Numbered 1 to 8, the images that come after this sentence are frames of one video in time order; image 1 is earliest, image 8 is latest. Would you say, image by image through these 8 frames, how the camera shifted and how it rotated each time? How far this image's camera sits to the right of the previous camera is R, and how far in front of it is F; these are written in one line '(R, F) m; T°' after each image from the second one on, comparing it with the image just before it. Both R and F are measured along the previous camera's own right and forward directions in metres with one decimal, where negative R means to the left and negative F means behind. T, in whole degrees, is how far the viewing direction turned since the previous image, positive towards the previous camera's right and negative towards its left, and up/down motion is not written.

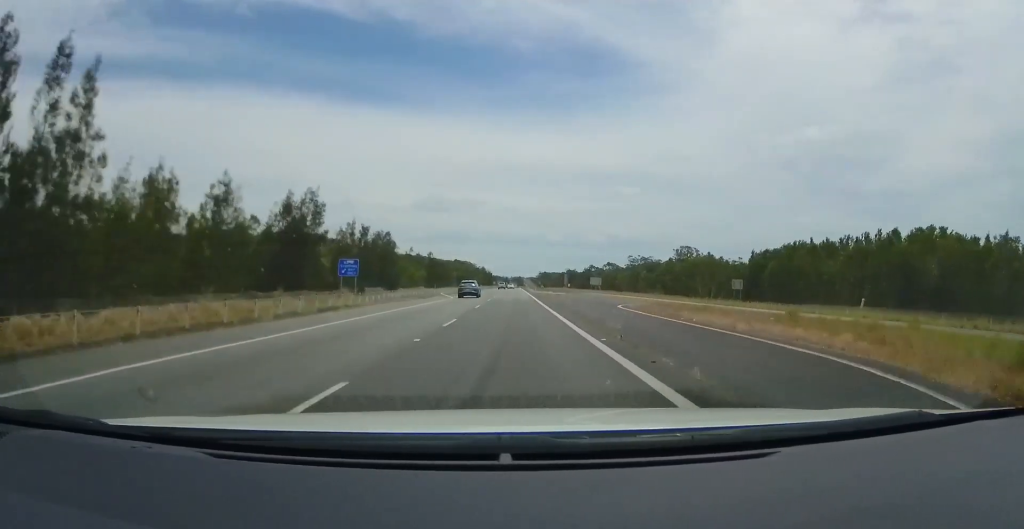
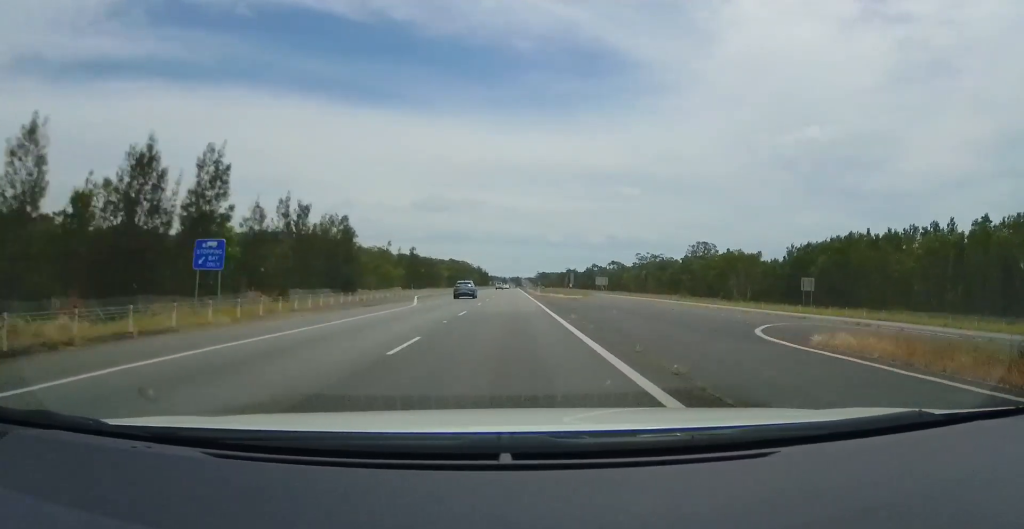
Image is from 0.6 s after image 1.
(-0.1, +19.1) m; 0°
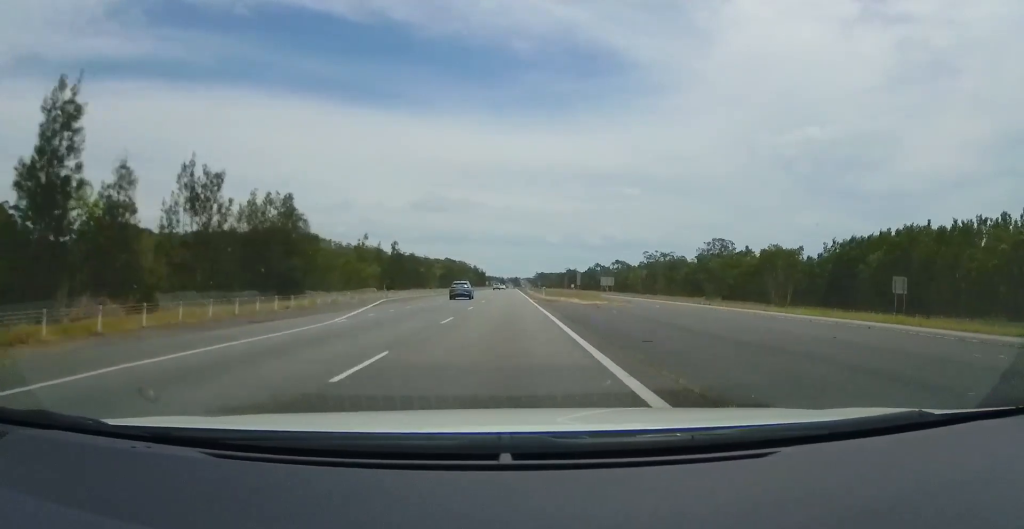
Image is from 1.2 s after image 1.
(-0.1, +15.6) m; 0°
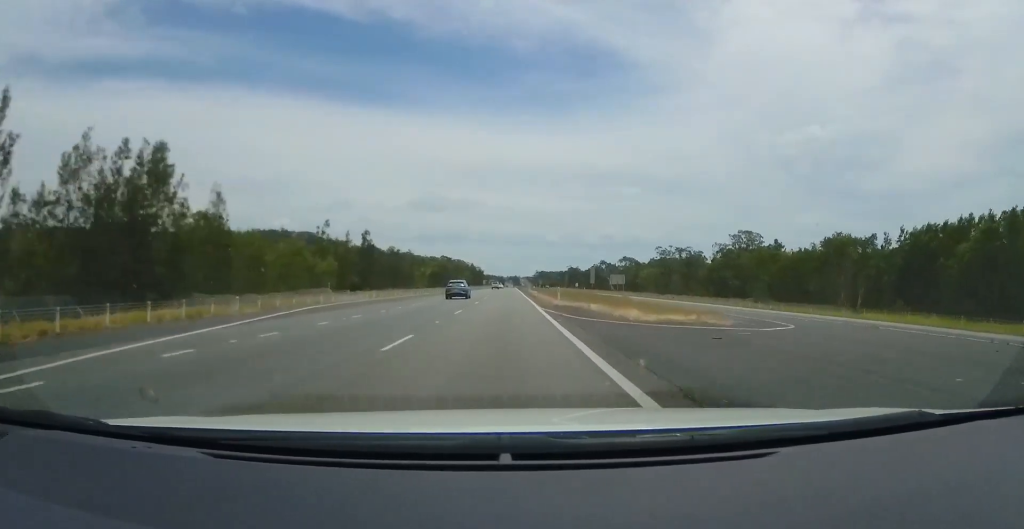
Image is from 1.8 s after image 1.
(+0.1, +18.0) m; +1°
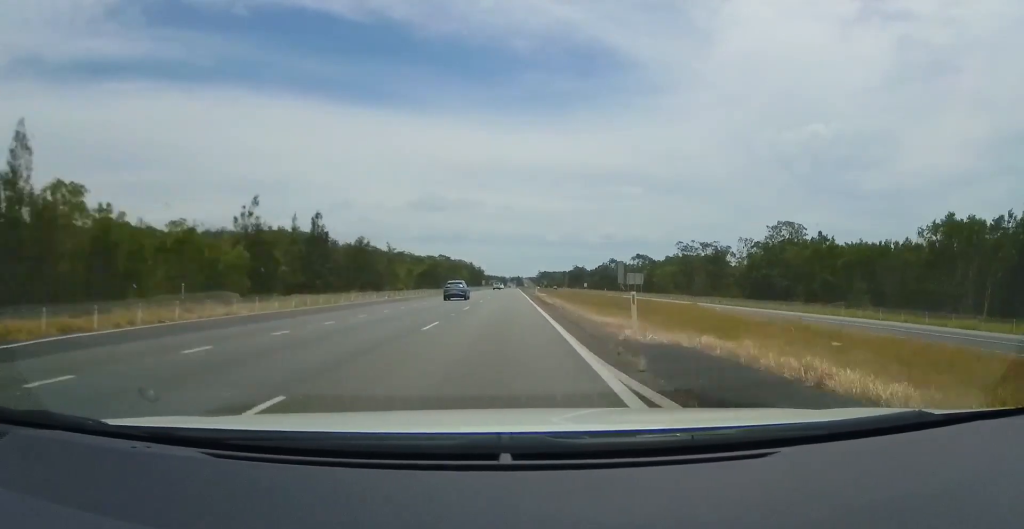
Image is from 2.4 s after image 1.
(+0.2, +19.2) m; +1°
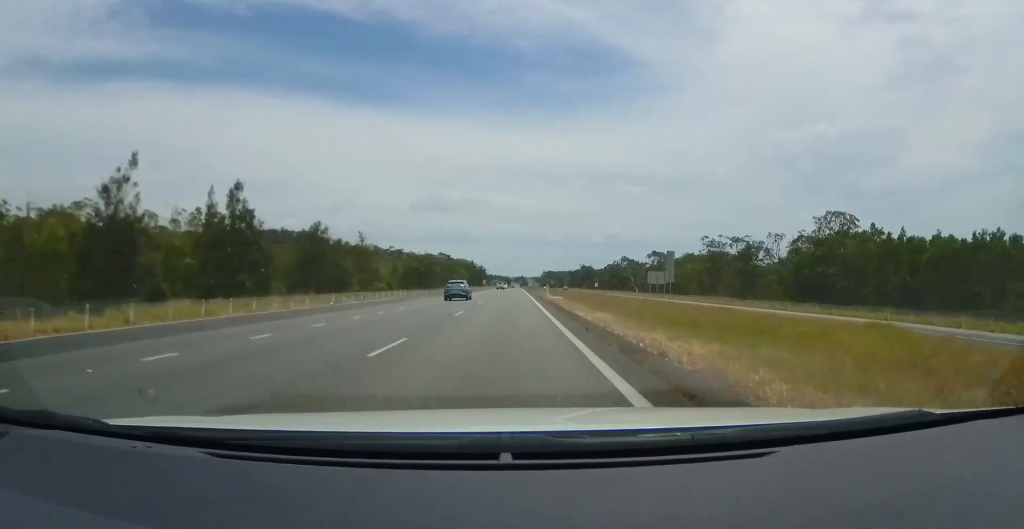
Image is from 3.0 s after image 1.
(+0.1, +17.9) m; 0°
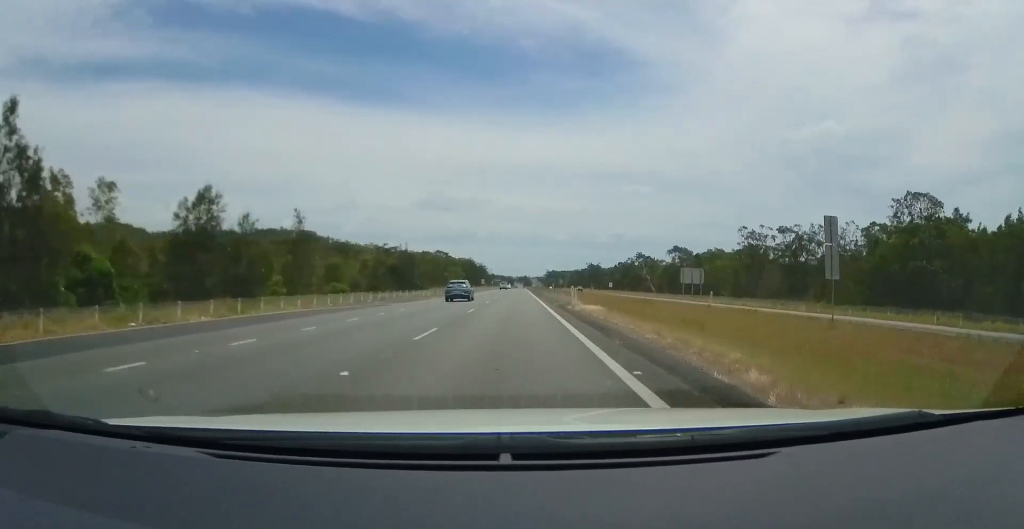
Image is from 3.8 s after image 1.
(0.0, +22.8) m; 0°
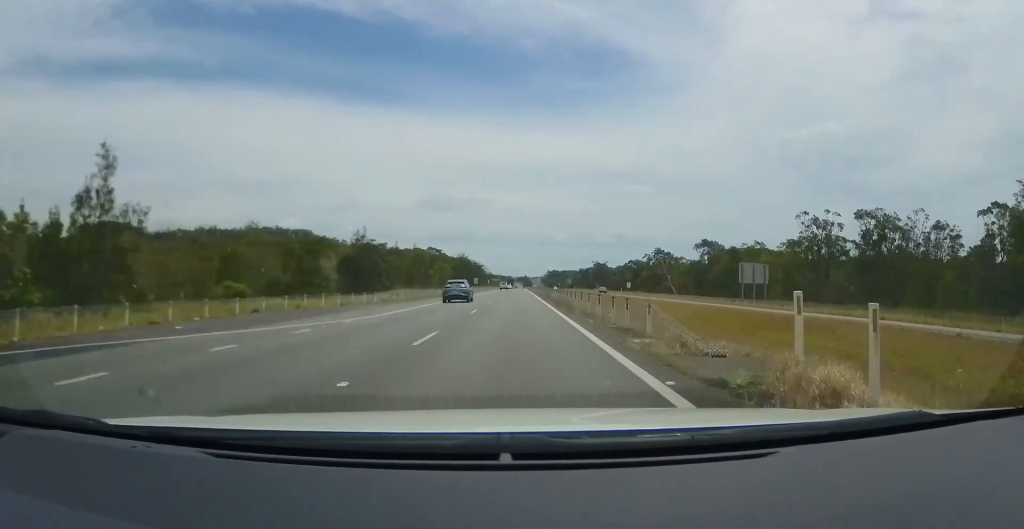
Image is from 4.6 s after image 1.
(-0.1, +25.1) m; 0°
